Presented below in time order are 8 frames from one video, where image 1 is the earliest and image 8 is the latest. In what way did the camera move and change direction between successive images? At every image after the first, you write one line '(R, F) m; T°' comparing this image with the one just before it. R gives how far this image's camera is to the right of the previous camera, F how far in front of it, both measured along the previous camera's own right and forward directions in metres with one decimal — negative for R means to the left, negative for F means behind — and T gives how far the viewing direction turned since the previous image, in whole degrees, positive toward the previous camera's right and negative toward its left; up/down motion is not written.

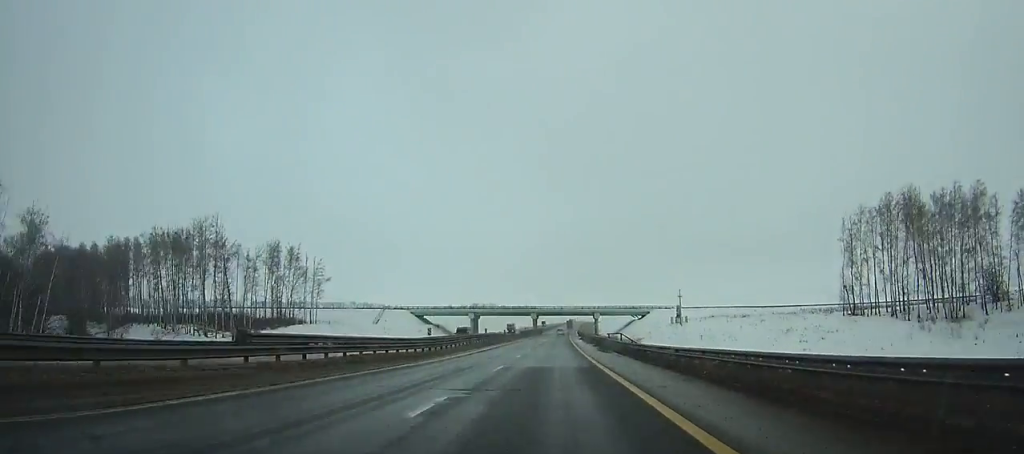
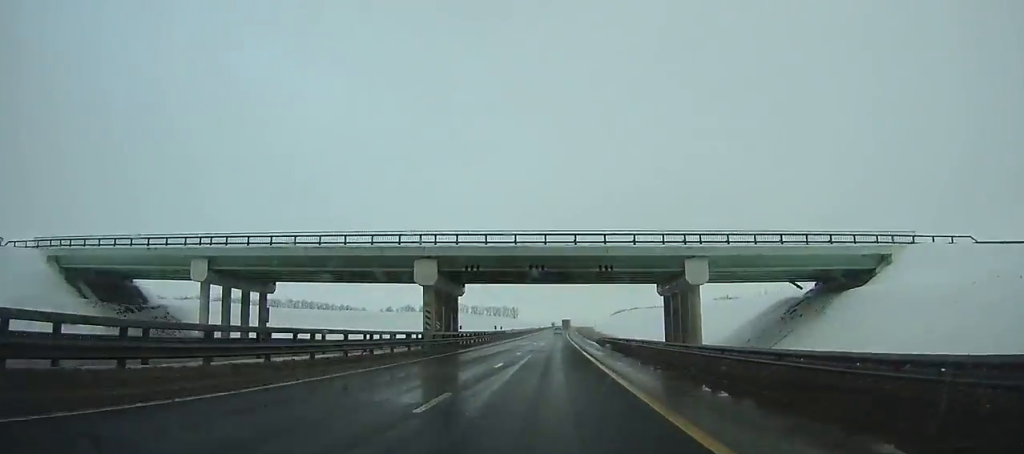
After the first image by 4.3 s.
(+1.3, +129.9) m; +1°
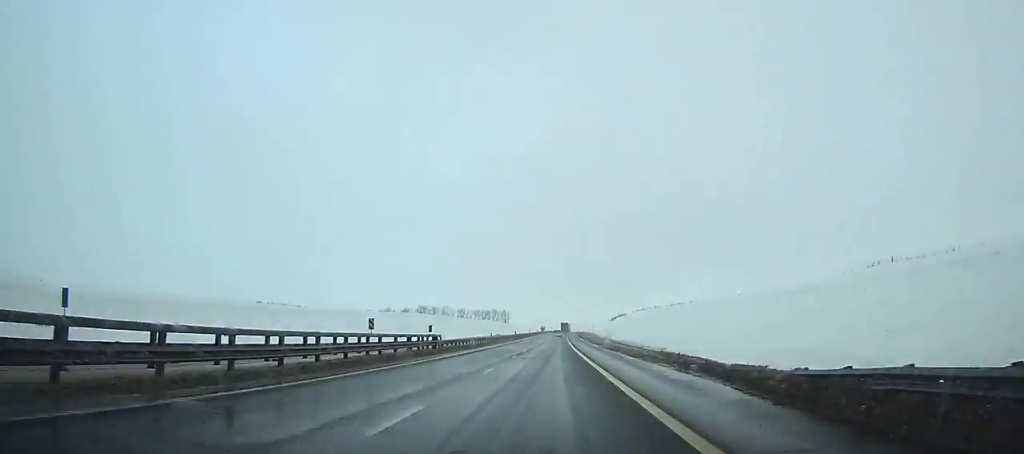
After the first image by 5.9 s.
(+0.4, +48.4) m; +1°
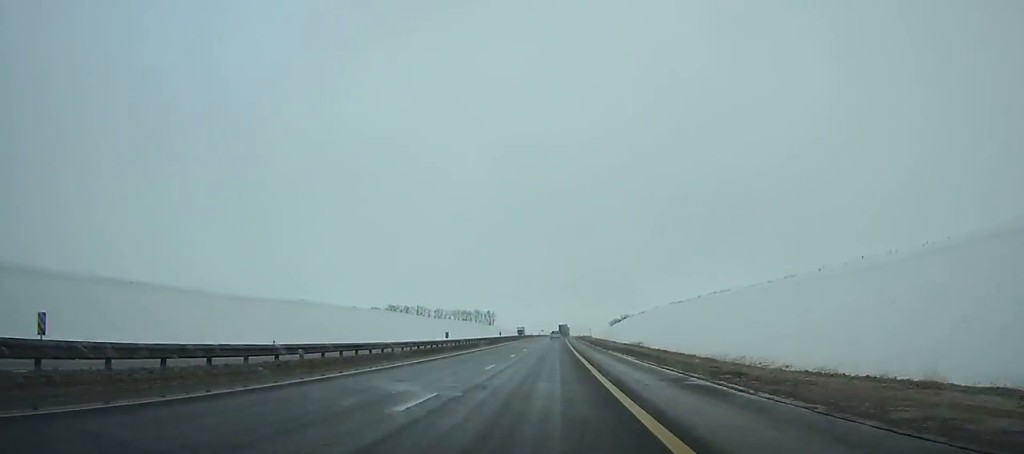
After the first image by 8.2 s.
(+0.4, +69.4) m; +1°
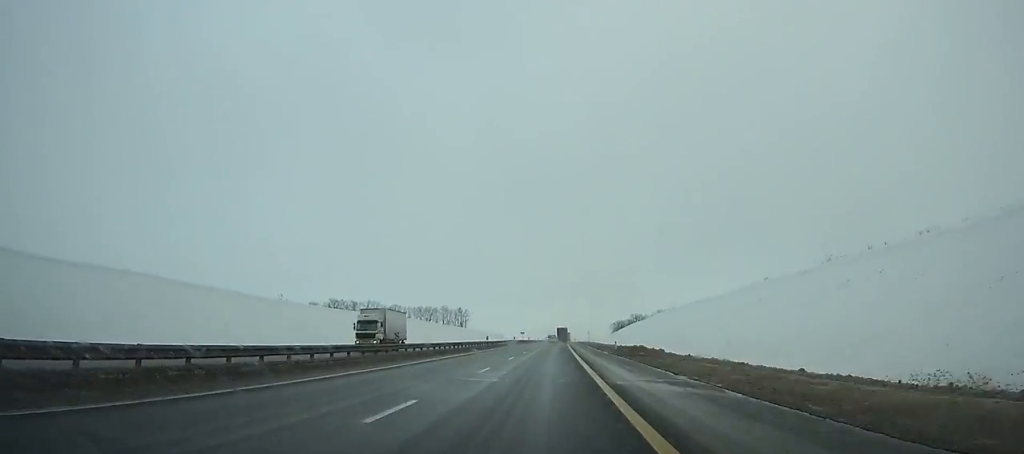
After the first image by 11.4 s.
(+0.6, +96.6) m; +1°
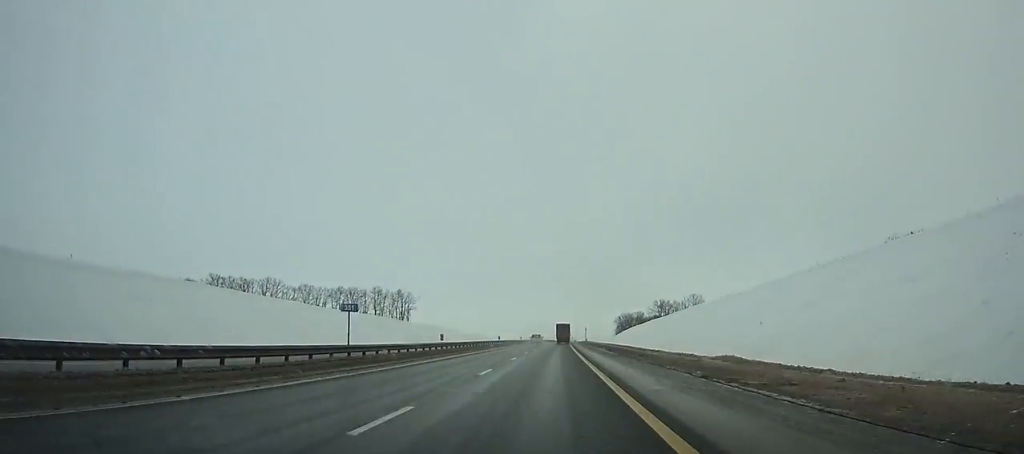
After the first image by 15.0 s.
(+1.1, +109.0) m; +1°
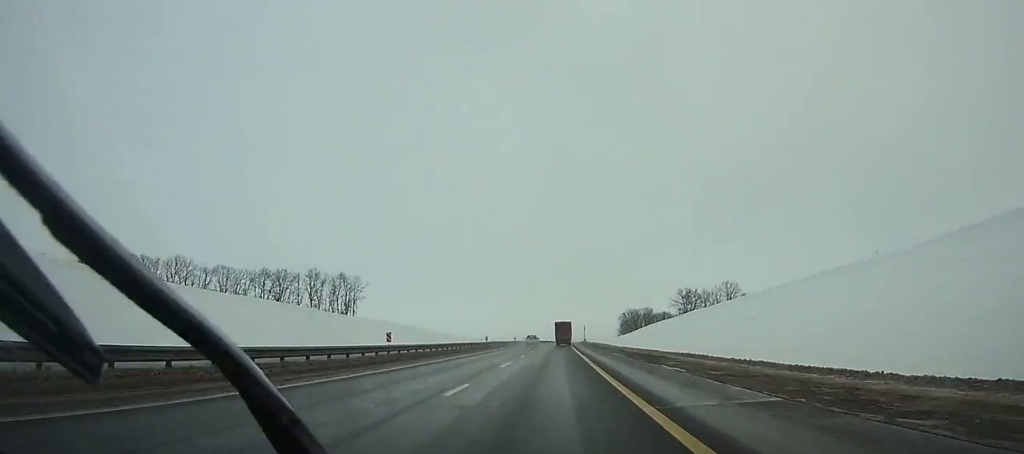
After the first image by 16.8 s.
(+0.3, +54.8) m; 0°
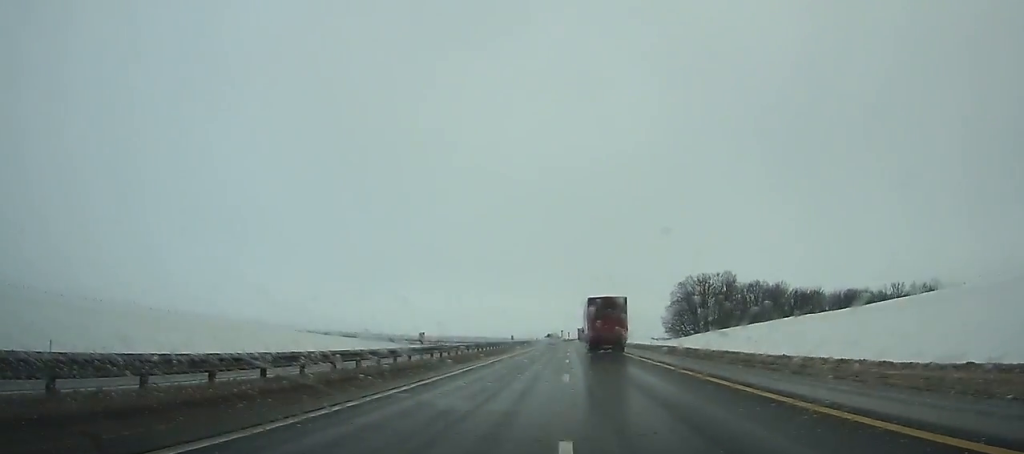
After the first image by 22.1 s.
(+0.9, +161.3) m; +1°
